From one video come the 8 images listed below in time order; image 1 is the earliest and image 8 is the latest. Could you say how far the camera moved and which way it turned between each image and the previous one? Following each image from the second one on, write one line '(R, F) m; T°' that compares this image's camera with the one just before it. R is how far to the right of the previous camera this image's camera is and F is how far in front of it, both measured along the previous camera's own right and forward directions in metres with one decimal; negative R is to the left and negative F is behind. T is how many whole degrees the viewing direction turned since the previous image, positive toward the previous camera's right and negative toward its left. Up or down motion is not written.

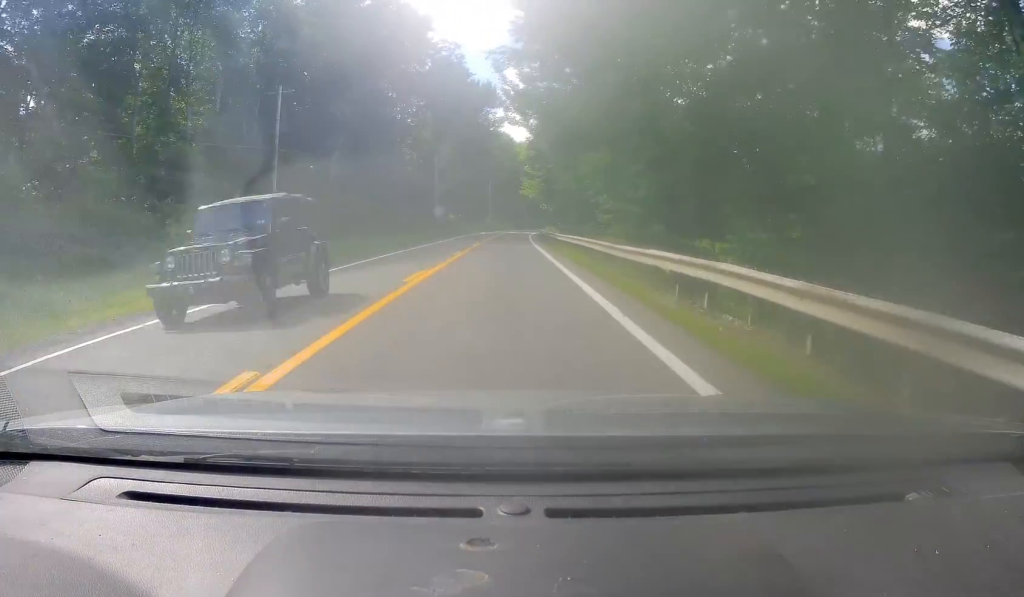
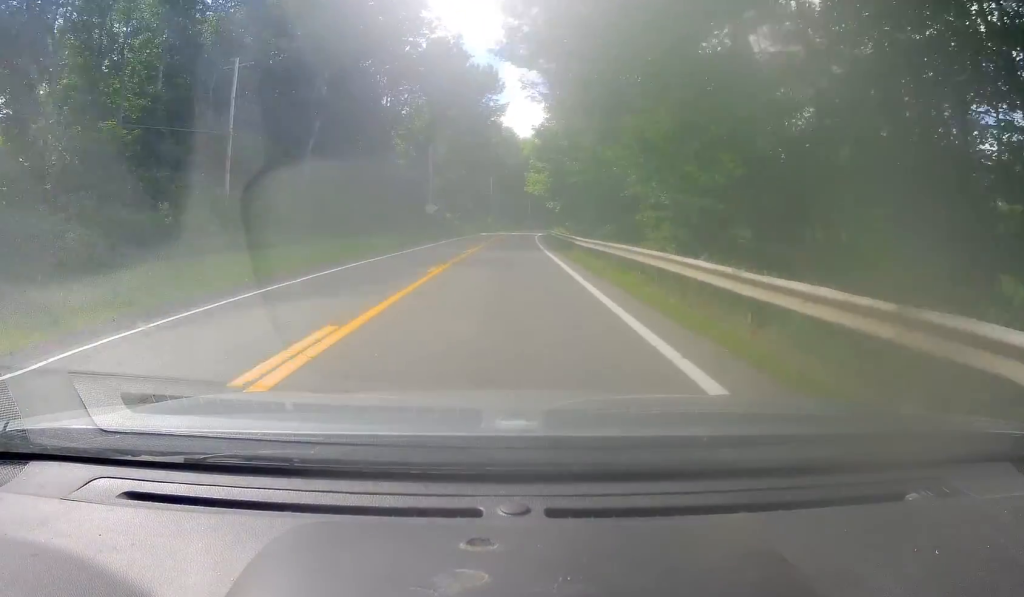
(-0.5, +10.1) m; 0°
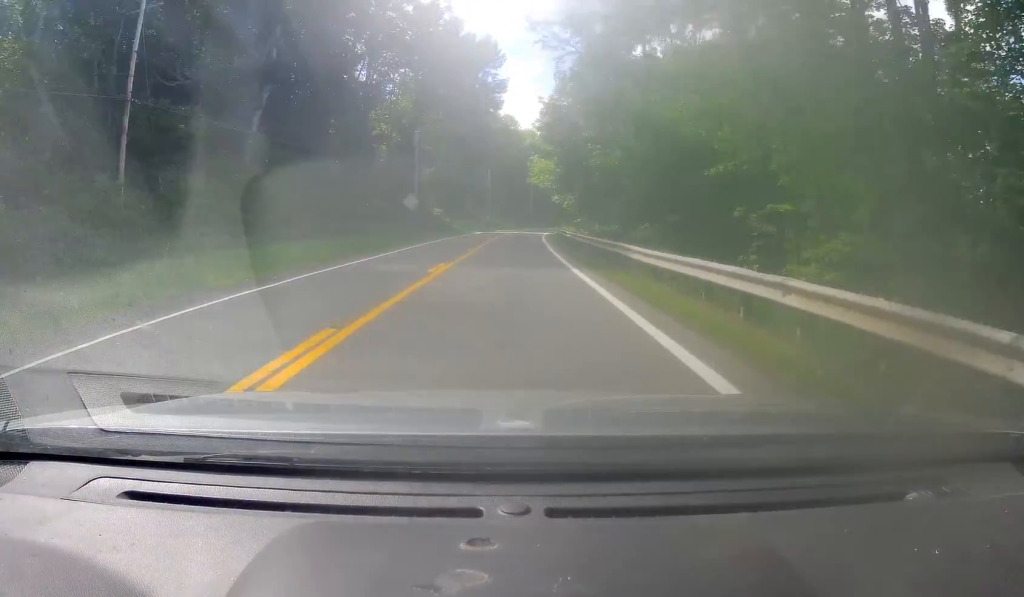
(+0.1, +12.7) m; 0°
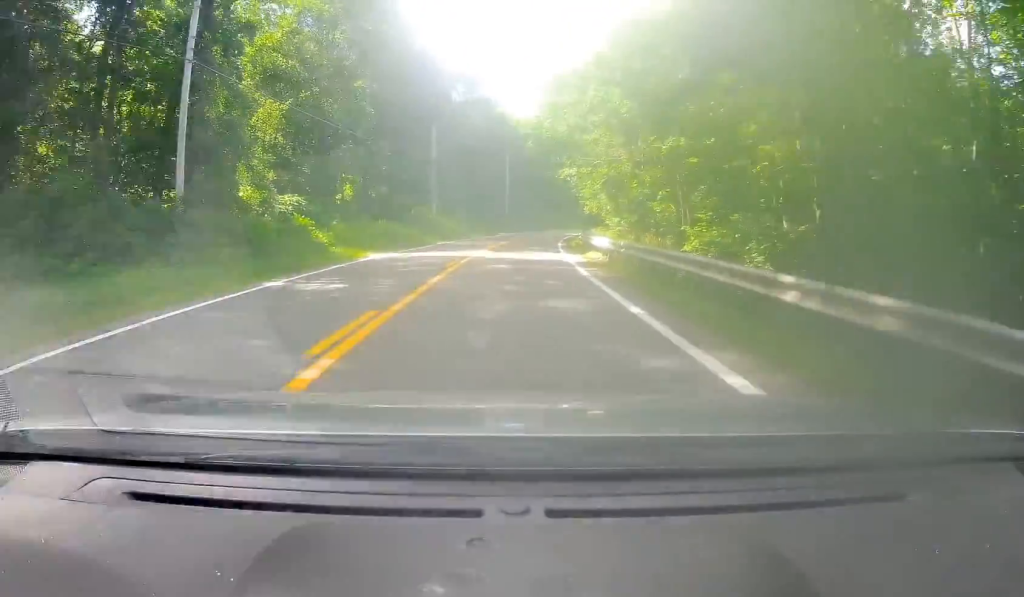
(-0.3, +46.4) m; +1°
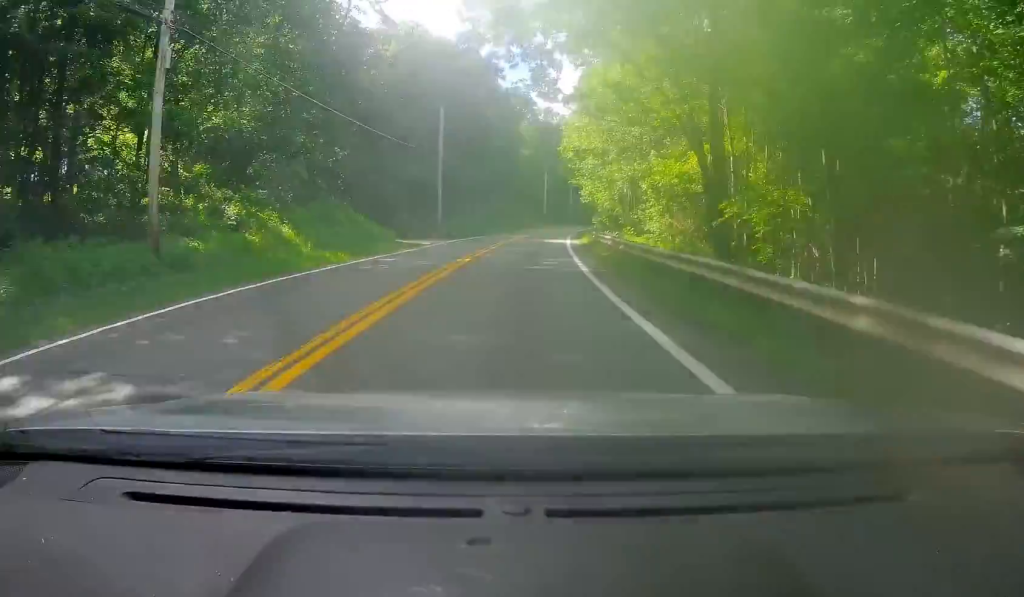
(+2.6, +39.9) m; +5°
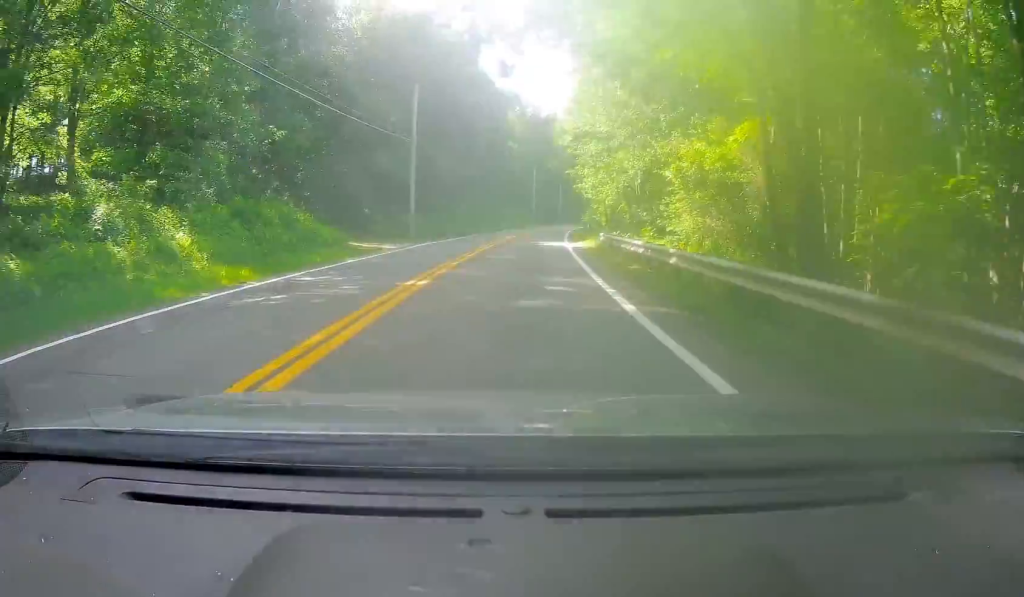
(0.0, +8.3) m; 0°
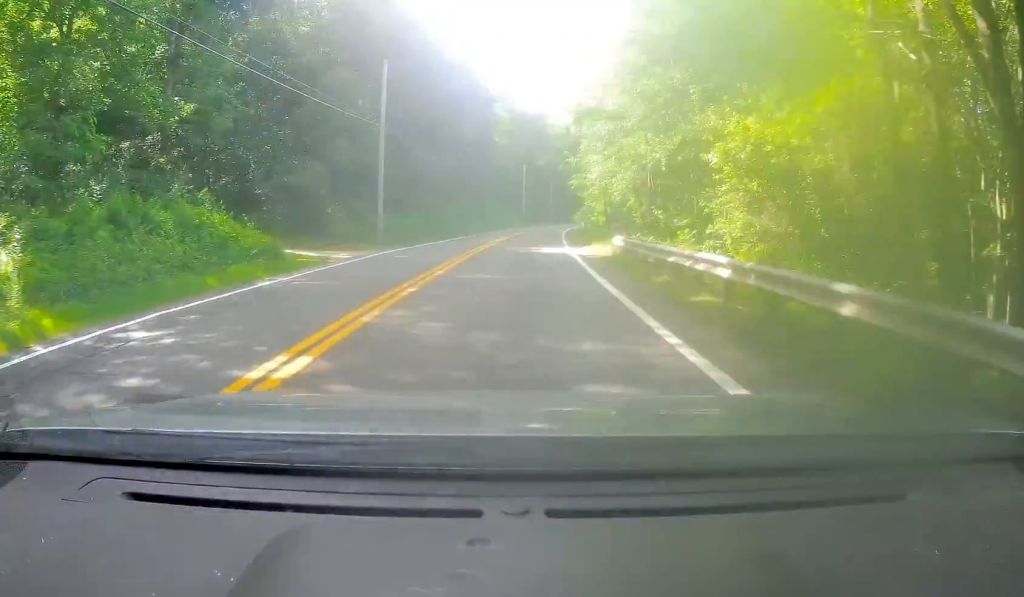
(0.0, +8.3) m; 0°
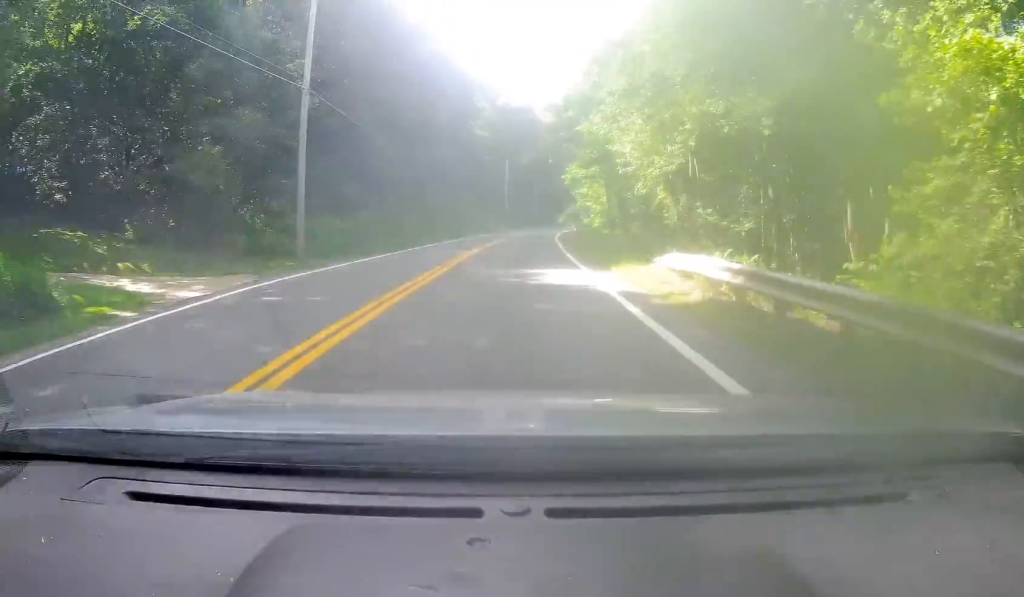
(0.0, +11.5) m; 0°
